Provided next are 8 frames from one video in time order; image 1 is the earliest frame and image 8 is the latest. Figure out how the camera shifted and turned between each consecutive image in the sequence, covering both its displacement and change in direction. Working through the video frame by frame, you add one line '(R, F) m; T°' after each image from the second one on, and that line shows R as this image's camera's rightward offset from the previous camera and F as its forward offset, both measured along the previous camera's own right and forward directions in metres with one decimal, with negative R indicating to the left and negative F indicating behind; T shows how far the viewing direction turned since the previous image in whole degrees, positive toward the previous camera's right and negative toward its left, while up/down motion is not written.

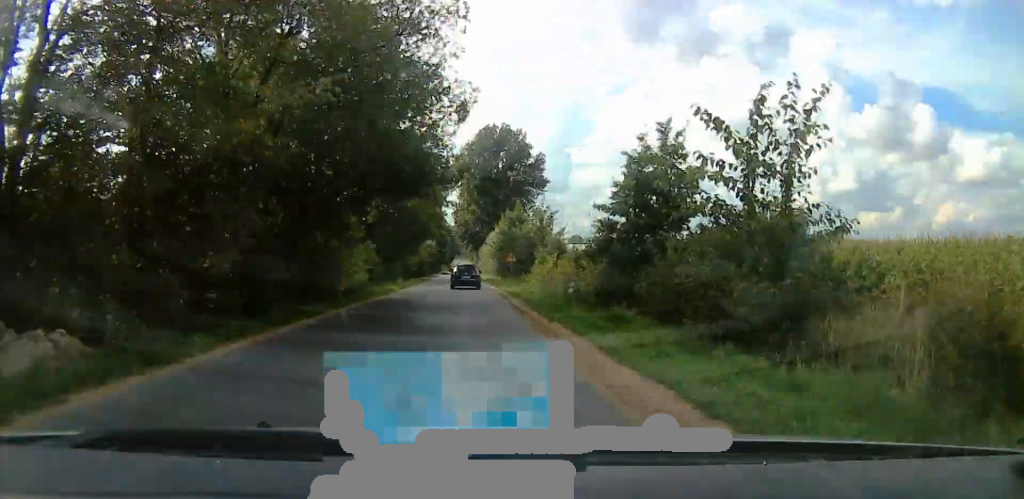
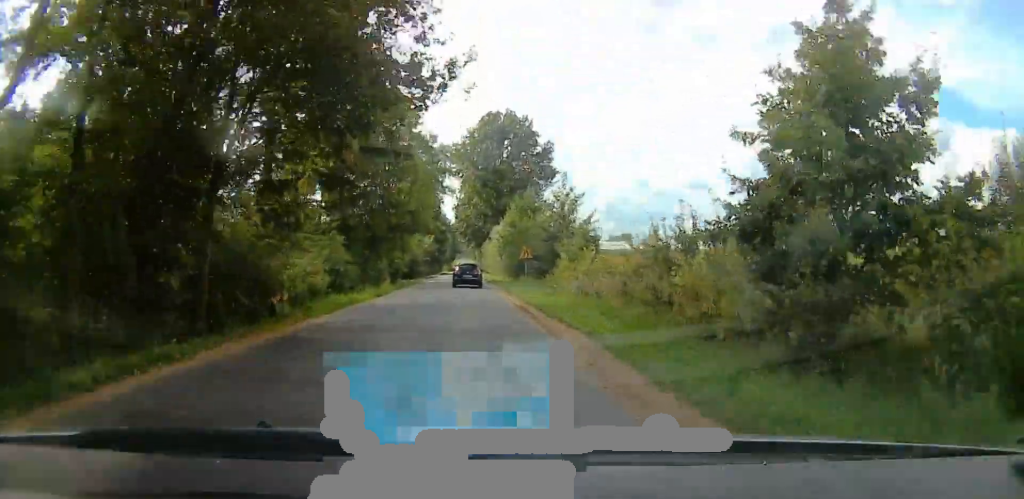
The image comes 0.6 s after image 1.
(0.0, +12.6) m; 0°
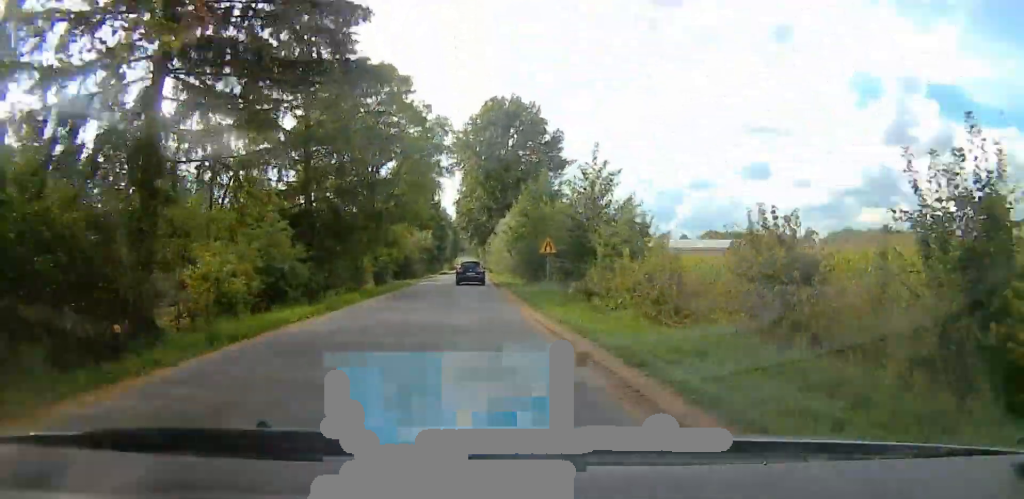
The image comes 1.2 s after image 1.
(0.0, +10.6) m; 0°
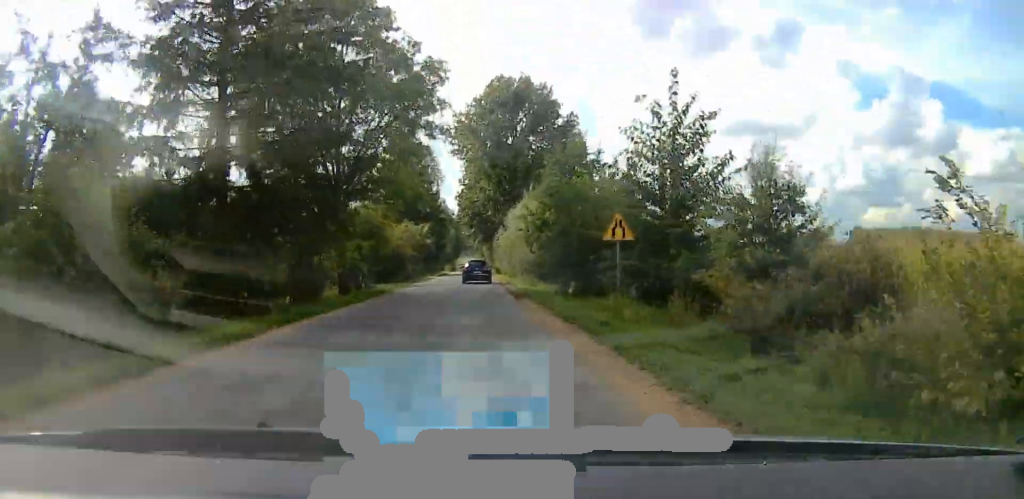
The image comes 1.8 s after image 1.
(0.0, +13.3) m; 0°
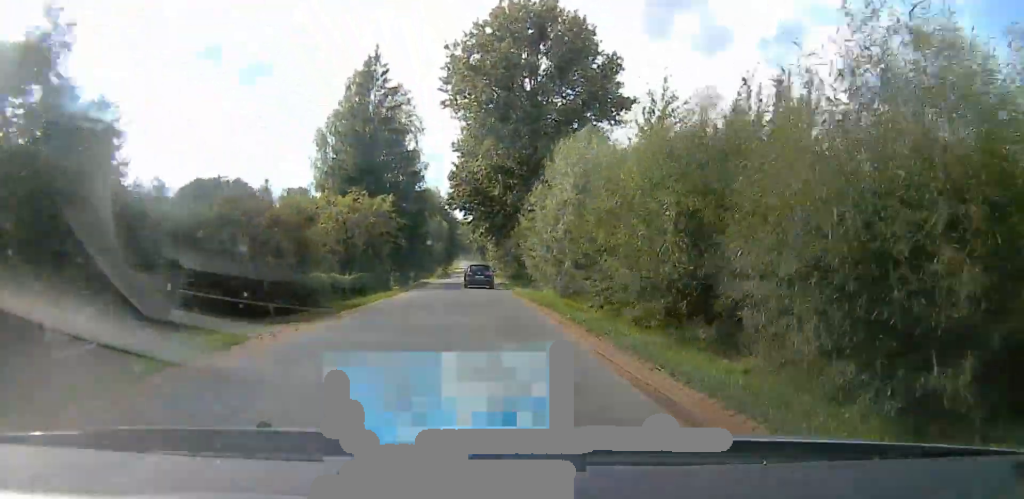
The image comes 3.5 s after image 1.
(0.0, +32.5) m; 0°
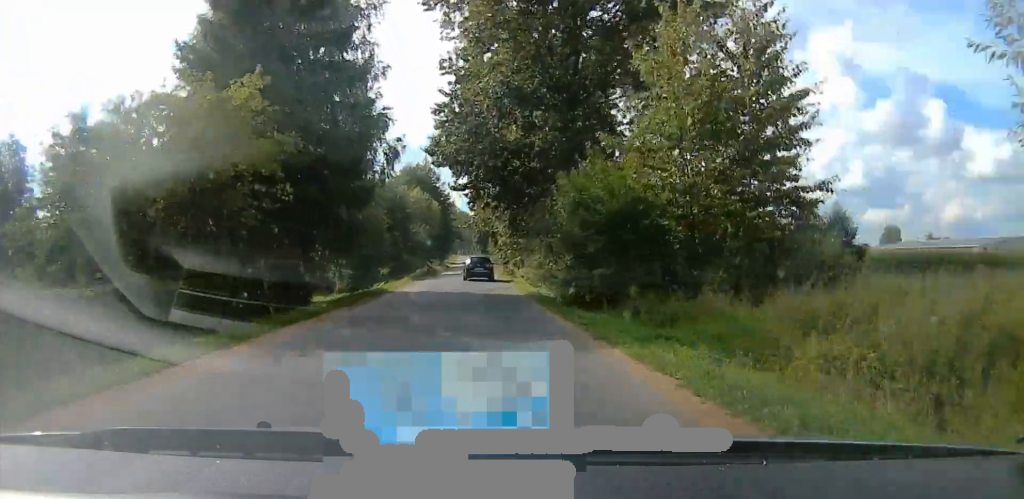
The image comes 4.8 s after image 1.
(0.0, +26.0) m; -1°
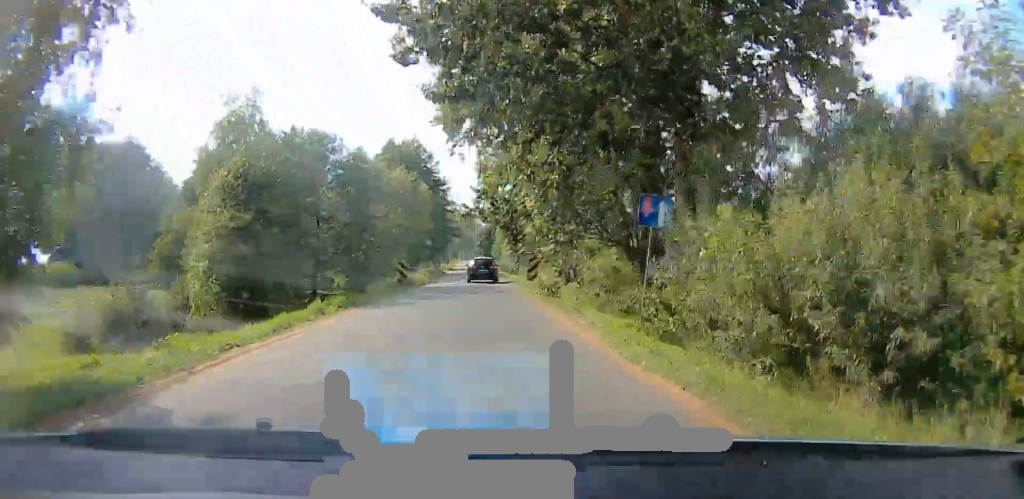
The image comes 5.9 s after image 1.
(-0.3, +22.0) m; -1°
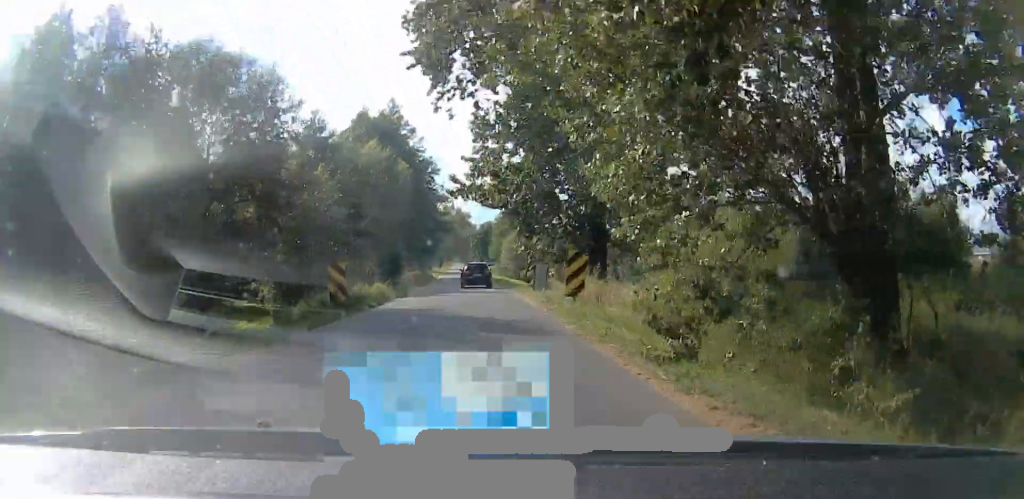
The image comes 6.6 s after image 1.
(-0.1, +14.8) m; +4°
